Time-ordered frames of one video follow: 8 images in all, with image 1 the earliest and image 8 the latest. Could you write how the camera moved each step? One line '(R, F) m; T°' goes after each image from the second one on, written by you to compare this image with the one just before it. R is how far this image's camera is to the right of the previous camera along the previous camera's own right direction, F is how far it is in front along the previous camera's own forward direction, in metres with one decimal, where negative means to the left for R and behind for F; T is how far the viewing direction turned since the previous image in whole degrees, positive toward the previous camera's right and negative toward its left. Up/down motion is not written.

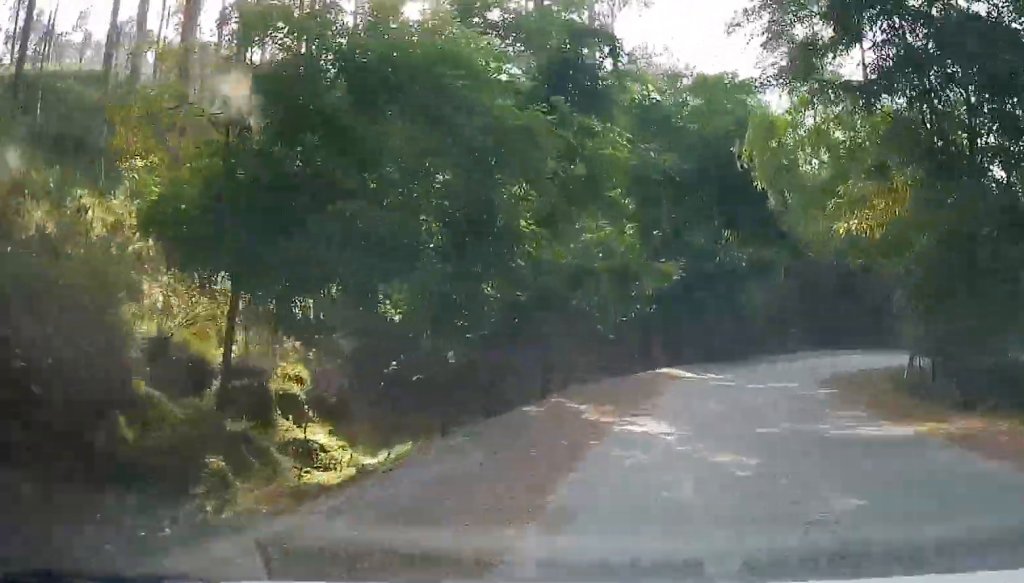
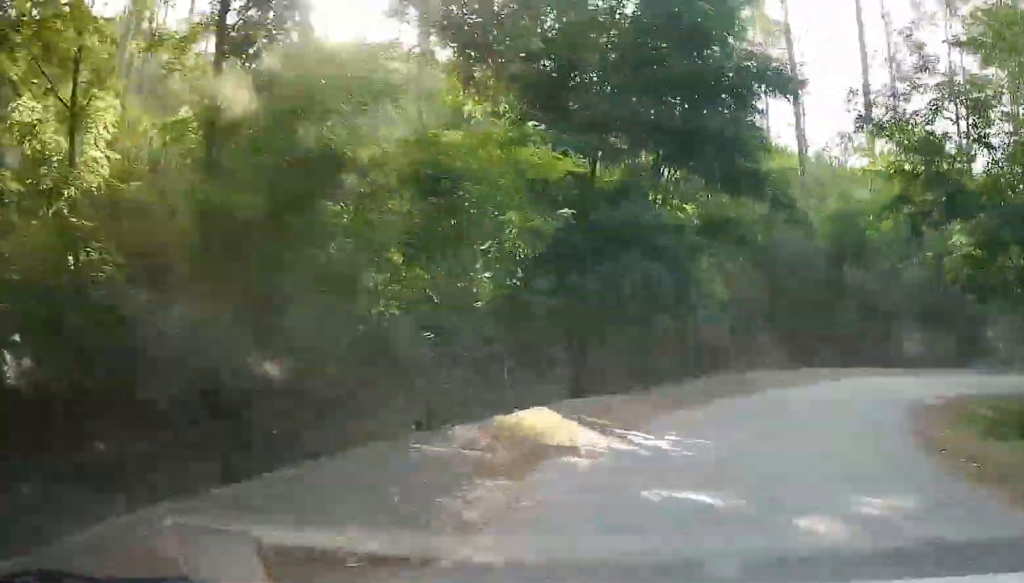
(-1.8, +12.3) m; -2°
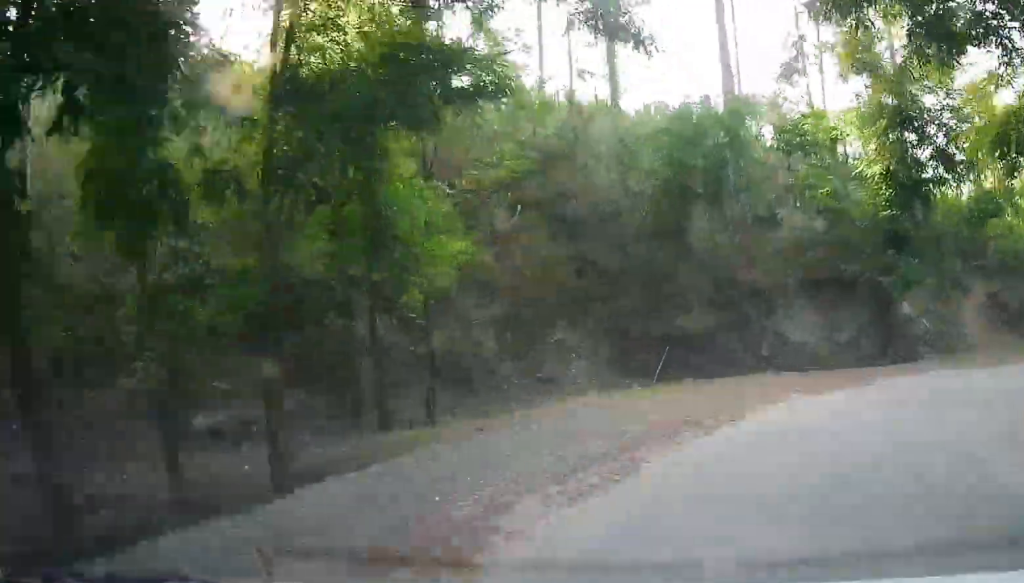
(+0.6, +12.8) m; +7°
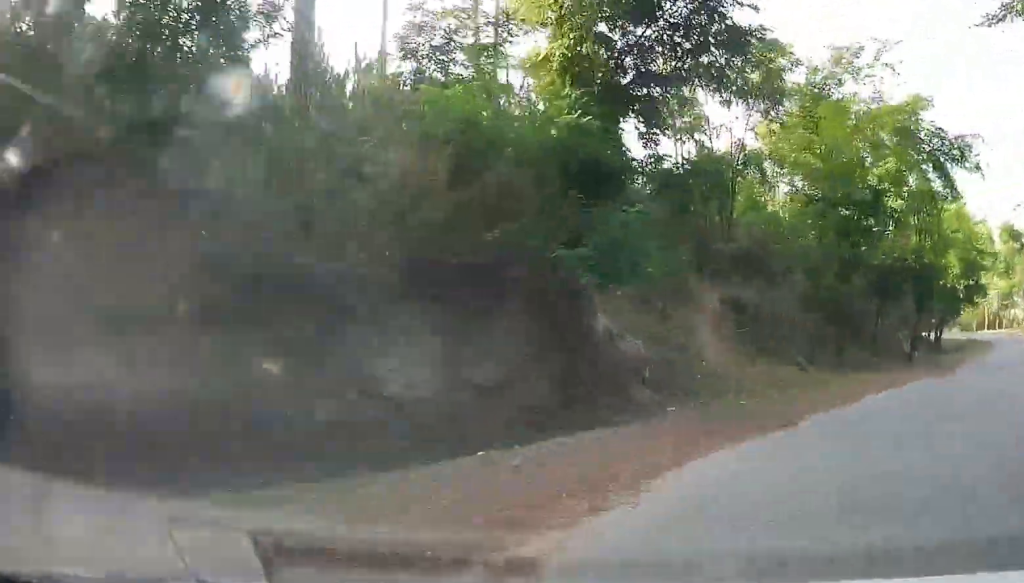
(+1.0, +11.7) m; +17°
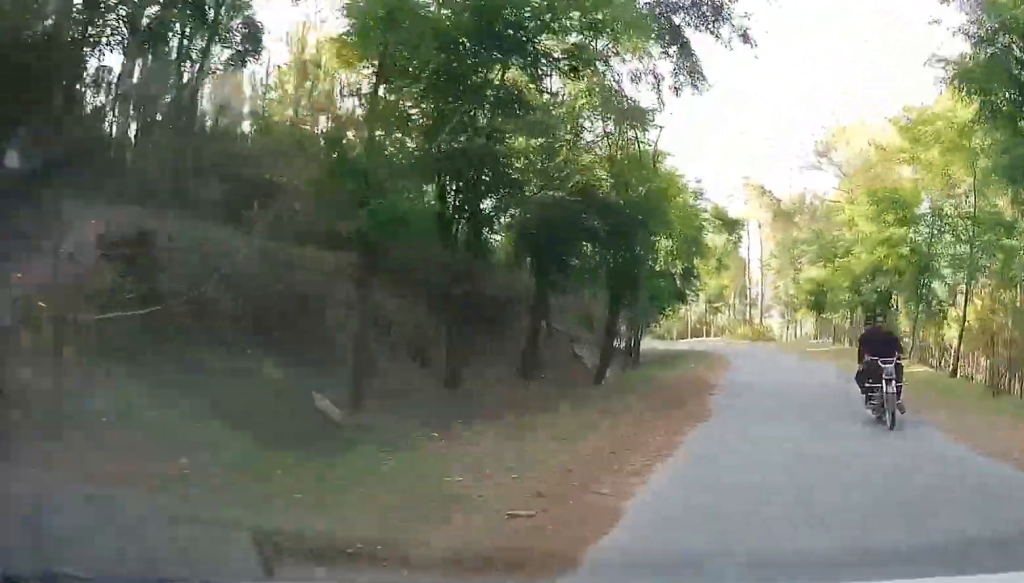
(+3.3, +13.2) m; +28°
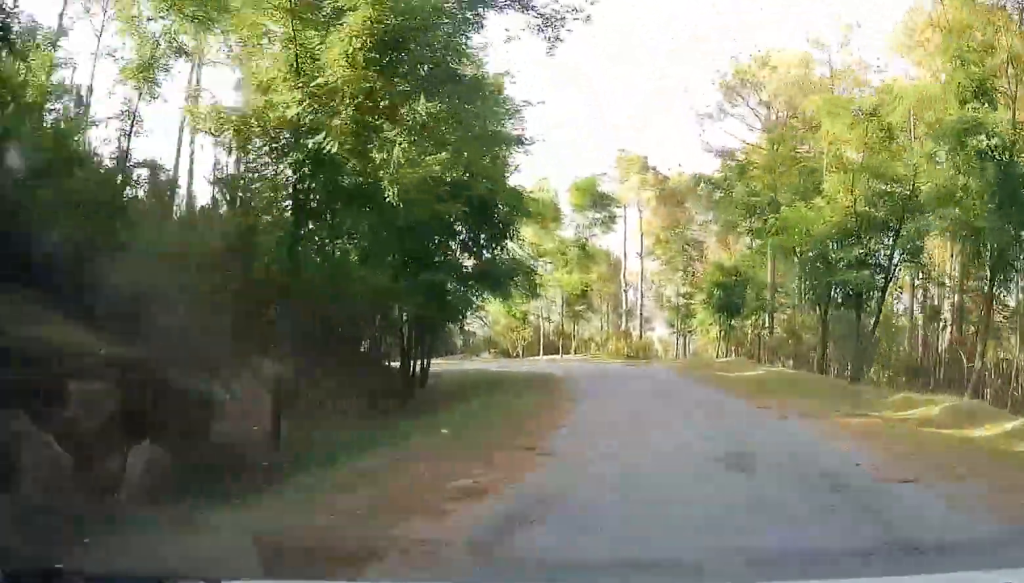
(+4.4, +17.8) m; +17°
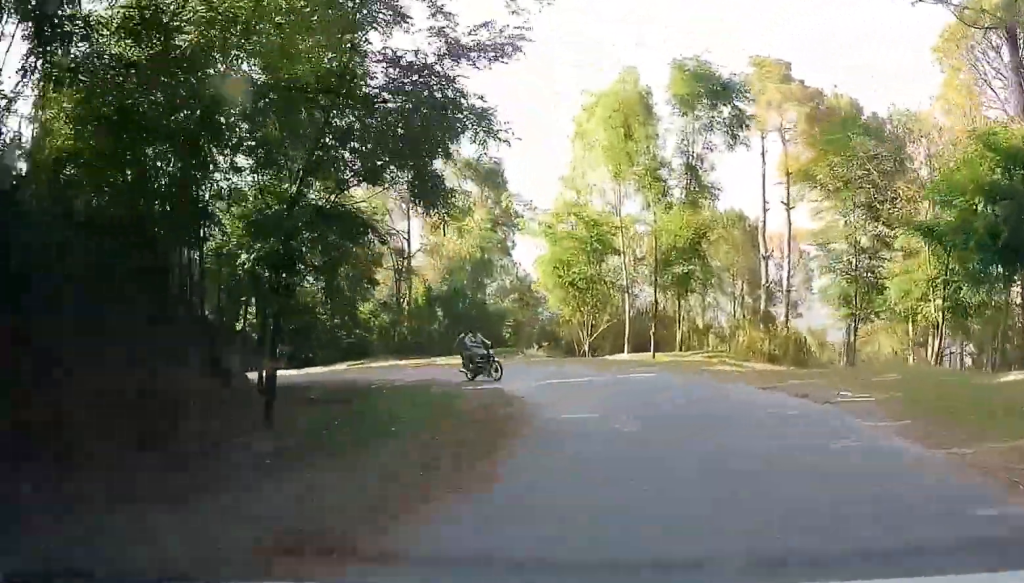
(+0.5, +22.9) m; -5°
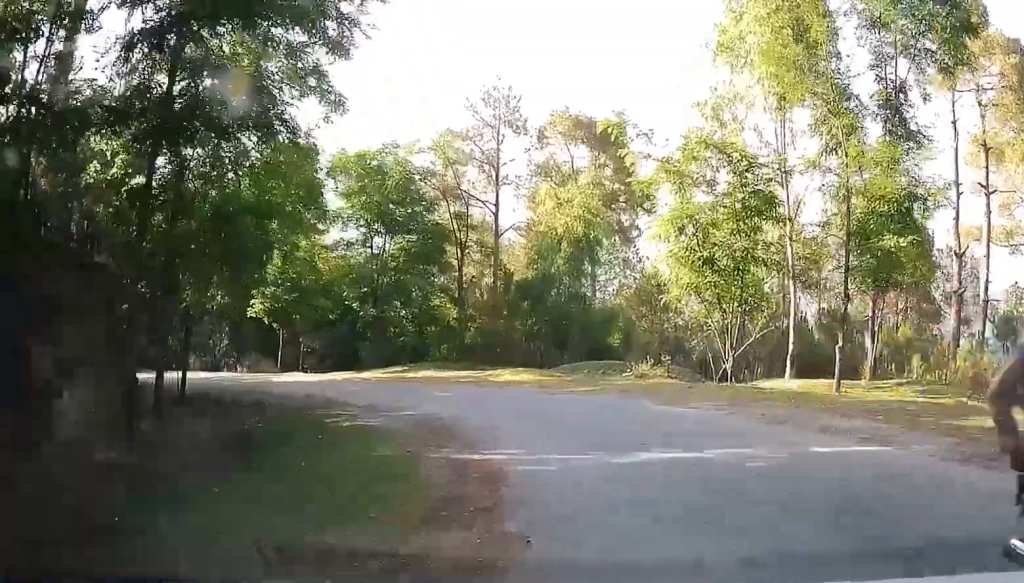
(-1.4, +15.0) m; -10°
